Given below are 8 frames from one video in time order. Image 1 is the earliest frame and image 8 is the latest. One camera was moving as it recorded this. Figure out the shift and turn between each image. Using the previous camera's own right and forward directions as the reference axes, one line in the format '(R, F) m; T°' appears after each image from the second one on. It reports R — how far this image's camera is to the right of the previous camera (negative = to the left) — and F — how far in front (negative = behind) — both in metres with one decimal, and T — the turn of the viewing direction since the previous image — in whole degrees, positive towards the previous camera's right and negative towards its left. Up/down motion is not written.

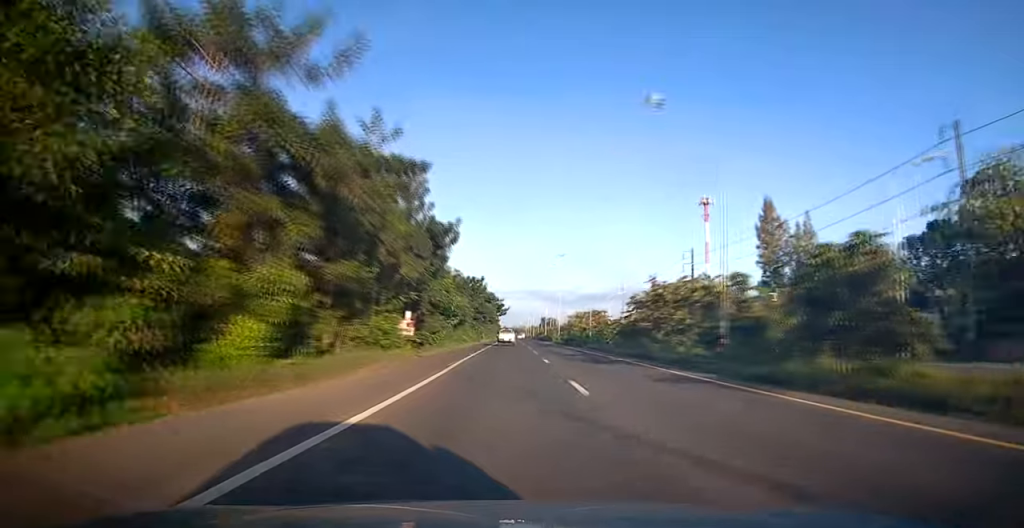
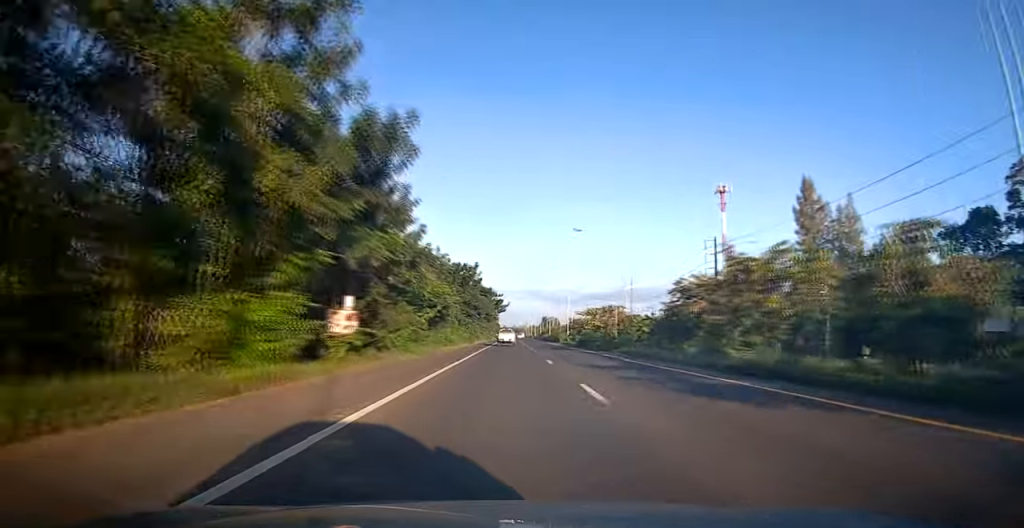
(-0.3, +13.7) m; -1°
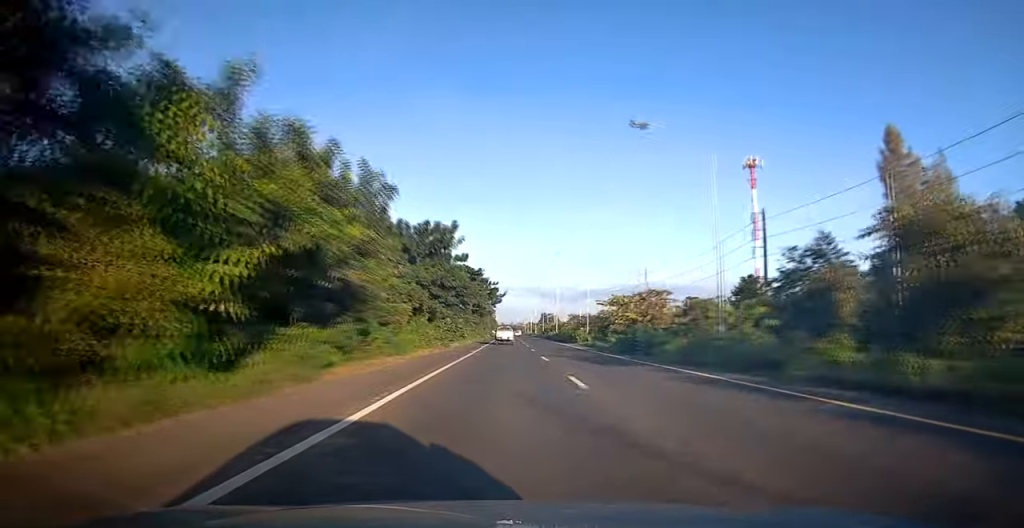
(-0.2, +21.9) m; +1°
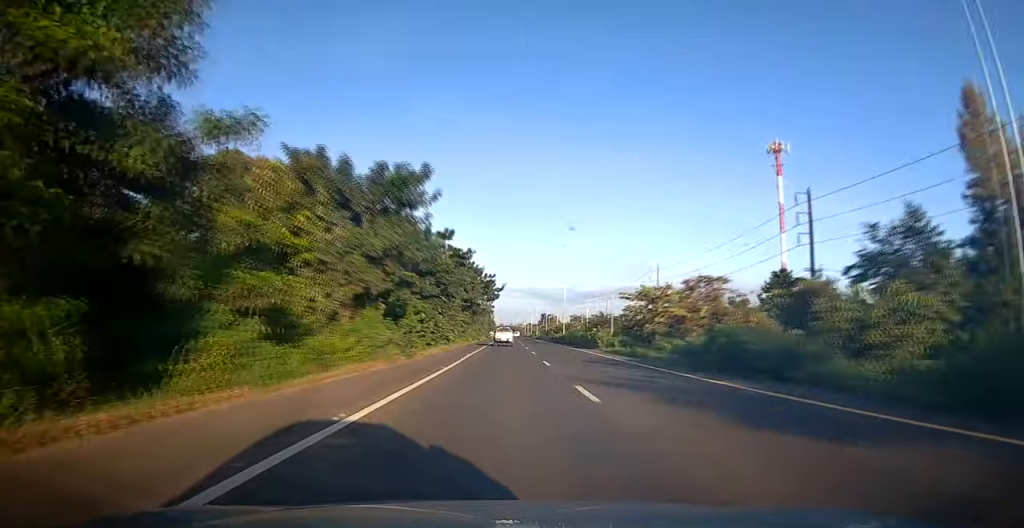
(+0.2, +13.8) m; +1°
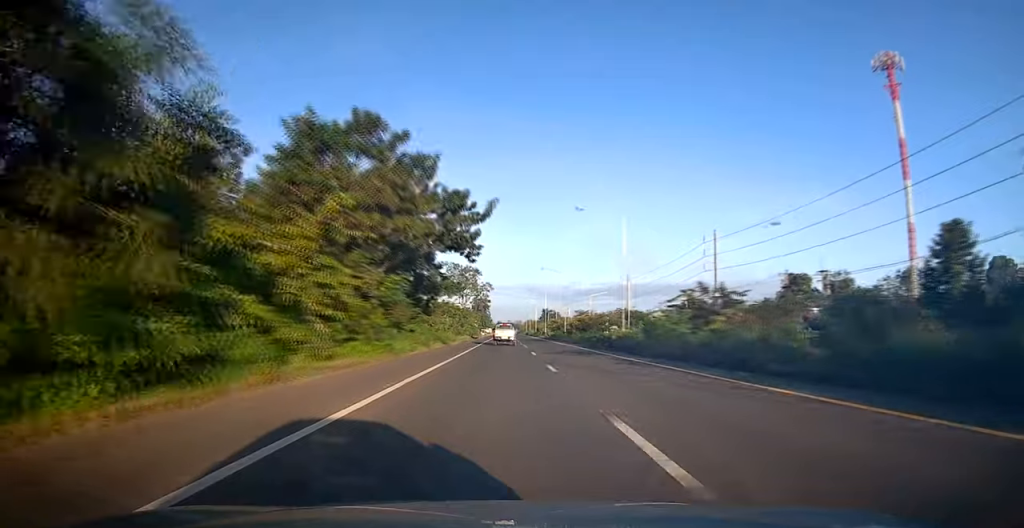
(-0.2, +41.7) m; -1°
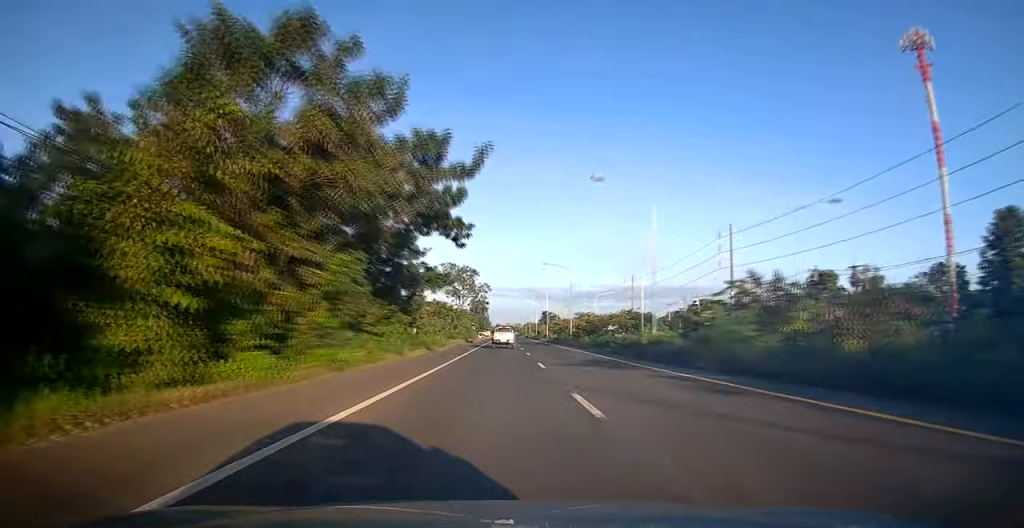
(0.0, +8.2) m; 0°
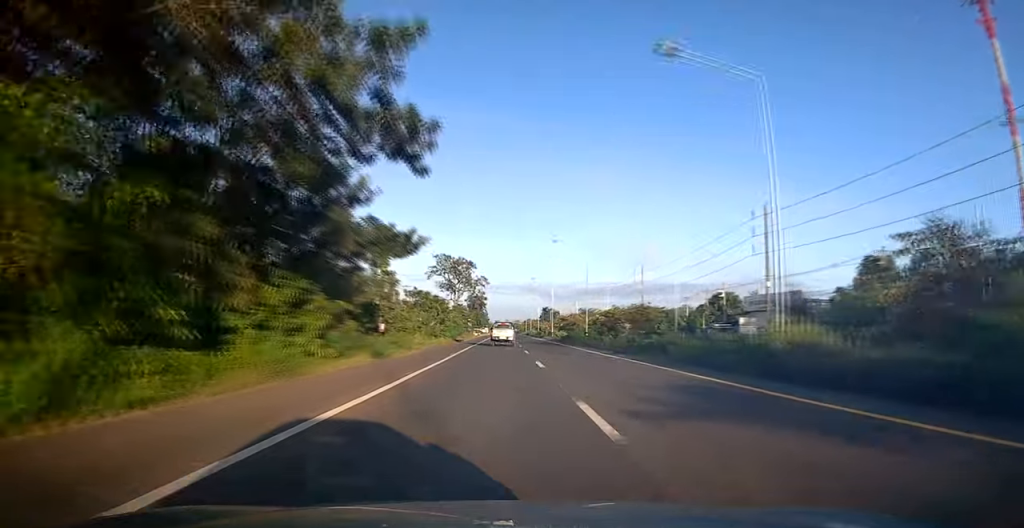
(-0.1, +13.8) m; 0°
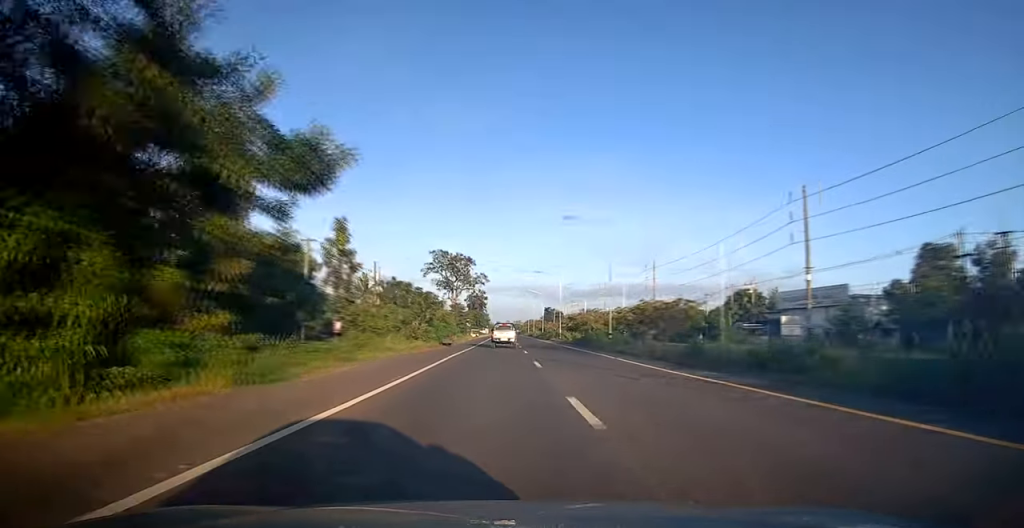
(-0.1, +11.3) m; +1°
